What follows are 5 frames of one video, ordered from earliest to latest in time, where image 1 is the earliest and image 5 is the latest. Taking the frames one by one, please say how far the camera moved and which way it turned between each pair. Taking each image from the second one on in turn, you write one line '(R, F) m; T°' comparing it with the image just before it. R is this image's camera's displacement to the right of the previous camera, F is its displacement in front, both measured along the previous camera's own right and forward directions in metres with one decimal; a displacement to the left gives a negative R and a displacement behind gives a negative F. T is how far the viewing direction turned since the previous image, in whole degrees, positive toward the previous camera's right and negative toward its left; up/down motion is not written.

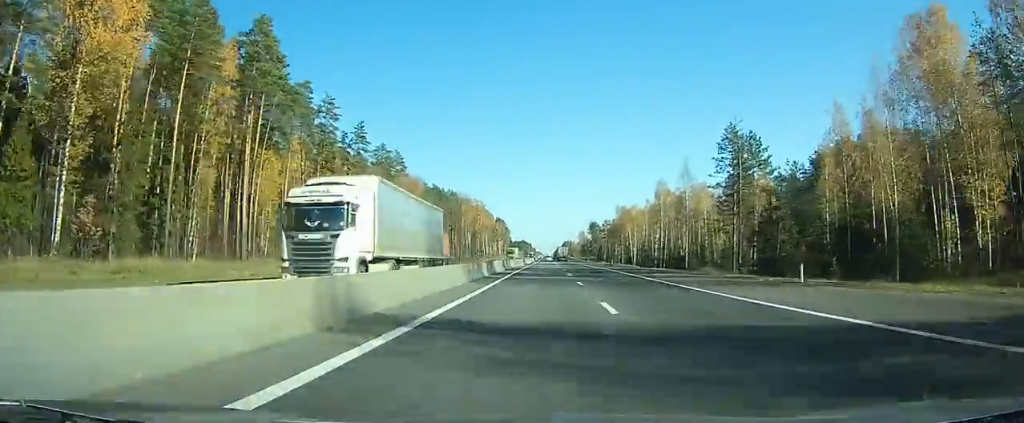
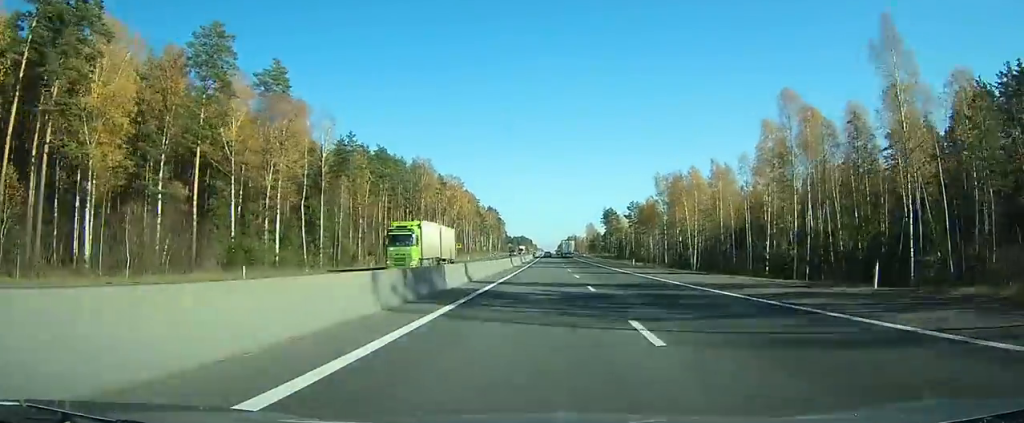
(-0.2, +79.4) m; 0°
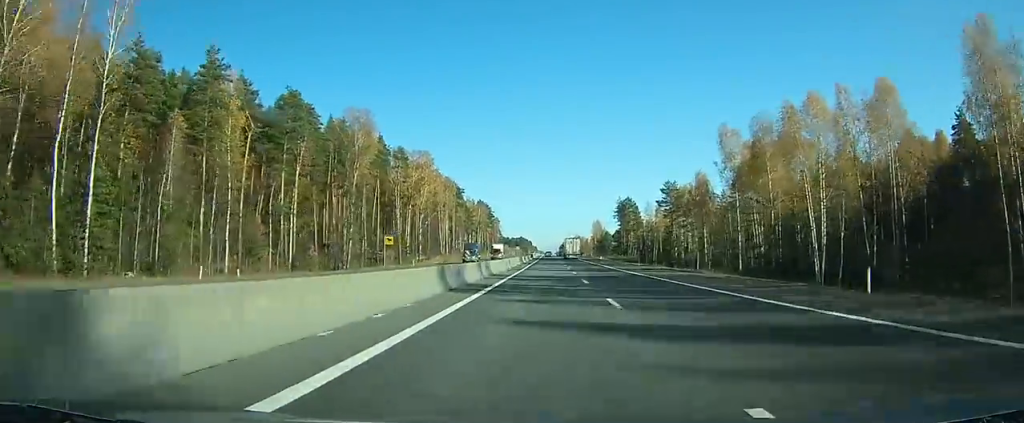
(0.0, +54.3) m; 0°
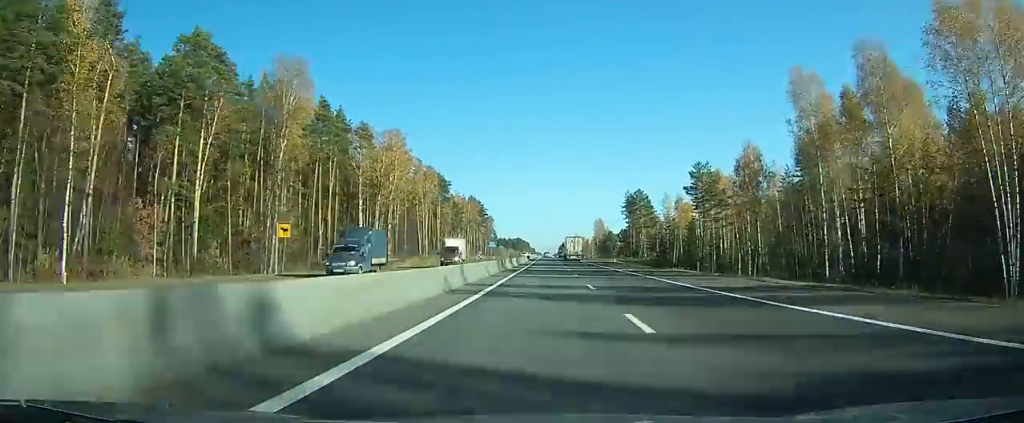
(0.0, +27.3) m; 0°
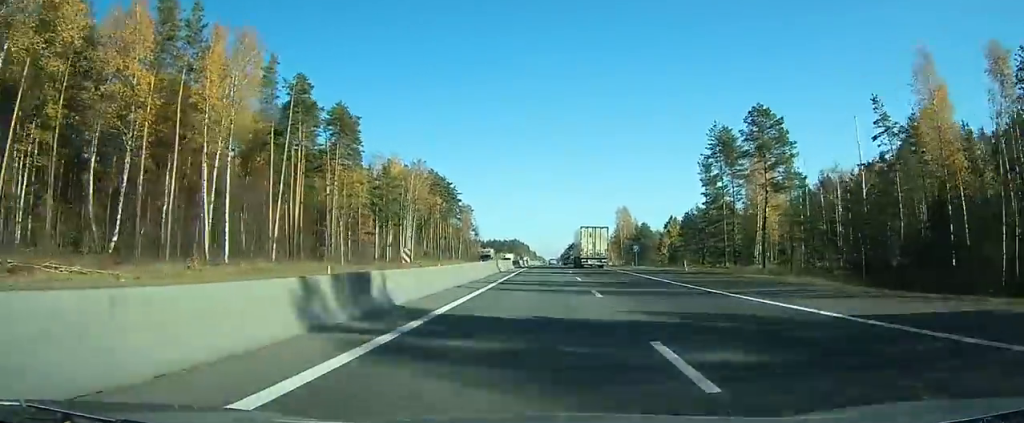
(-0.4, +96.3) m; -1°
